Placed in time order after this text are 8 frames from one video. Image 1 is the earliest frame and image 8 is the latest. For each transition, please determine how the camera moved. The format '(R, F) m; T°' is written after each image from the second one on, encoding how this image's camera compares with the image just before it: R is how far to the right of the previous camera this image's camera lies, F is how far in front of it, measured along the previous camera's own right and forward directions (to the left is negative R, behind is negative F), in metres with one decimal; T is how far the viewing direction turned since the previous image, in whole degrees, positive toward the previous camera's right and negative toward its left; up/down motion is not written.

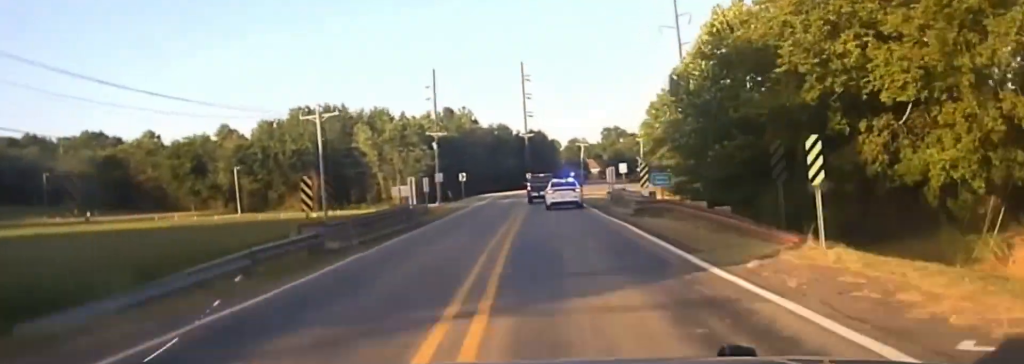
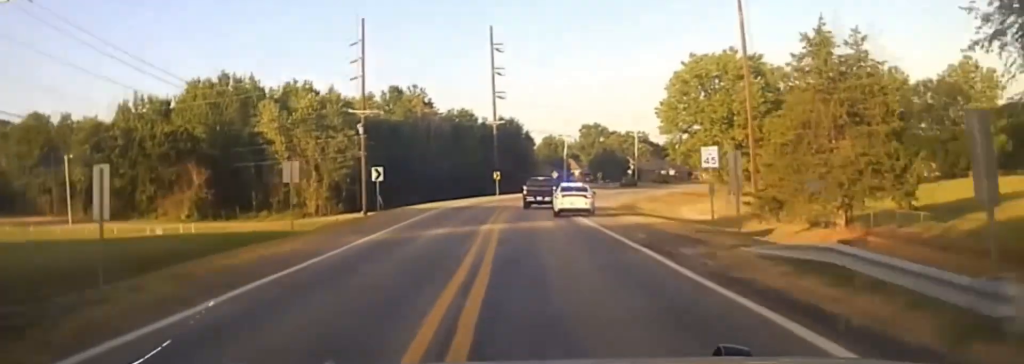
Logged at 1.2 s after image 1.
(+0.4, +43.0) m; +2°
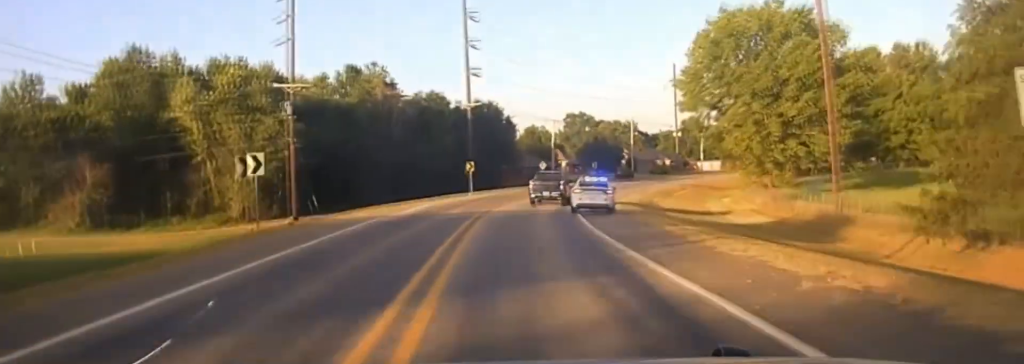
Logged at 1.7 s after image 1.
(+0.3, +20.1) m; +2°
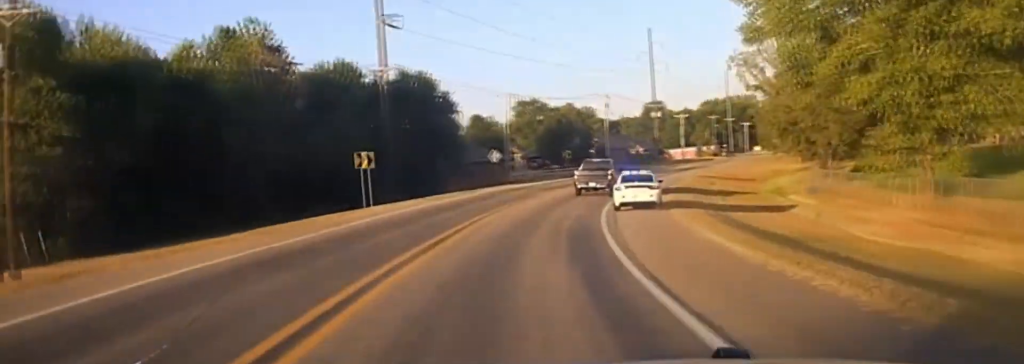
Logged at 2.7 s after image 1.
(+1.1, +33.0) m; +4°
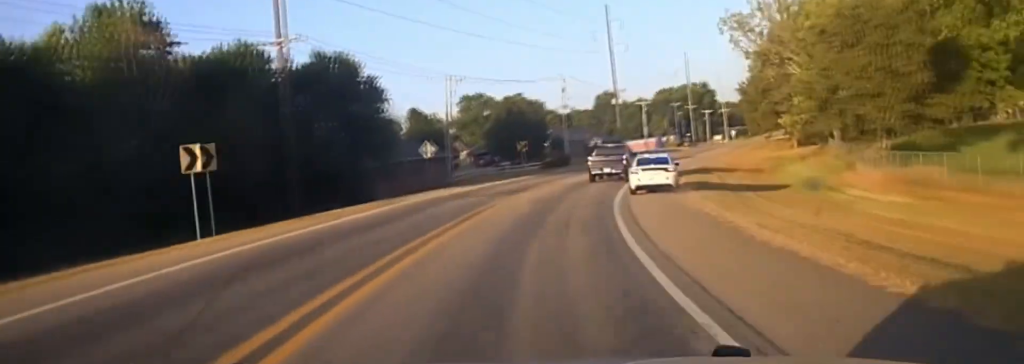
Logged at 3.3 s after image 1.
(+0.2, +18.7) m; +3°
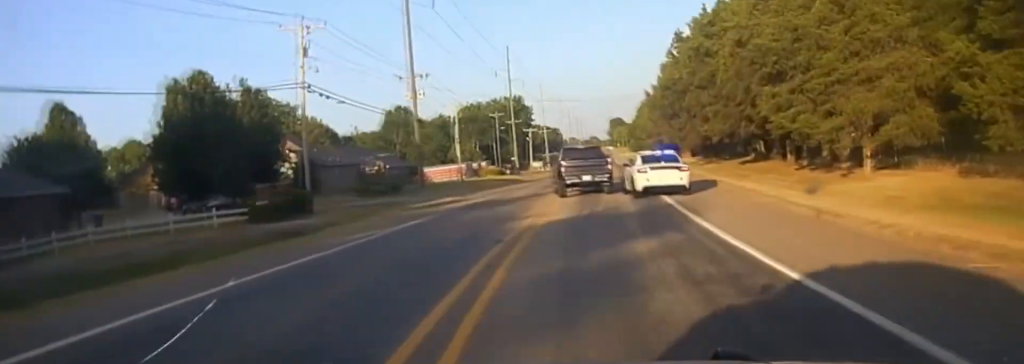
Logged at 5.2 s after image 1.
(+6.3, +57.2) m; +12°
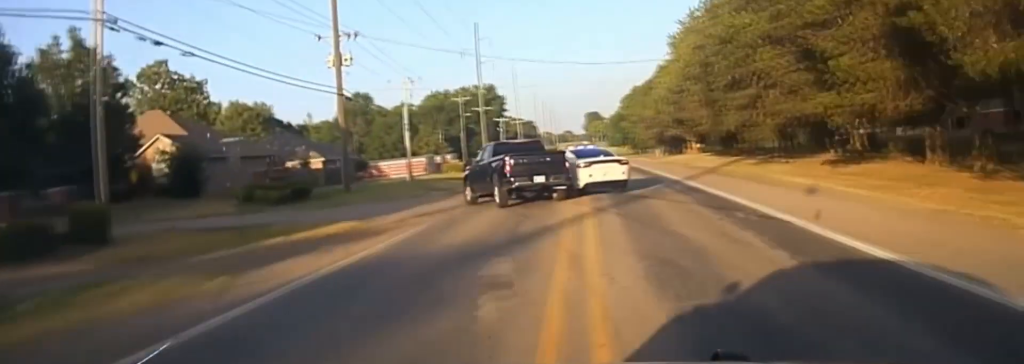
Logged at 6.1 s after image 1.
(+1.0, +23.2) m; +2°
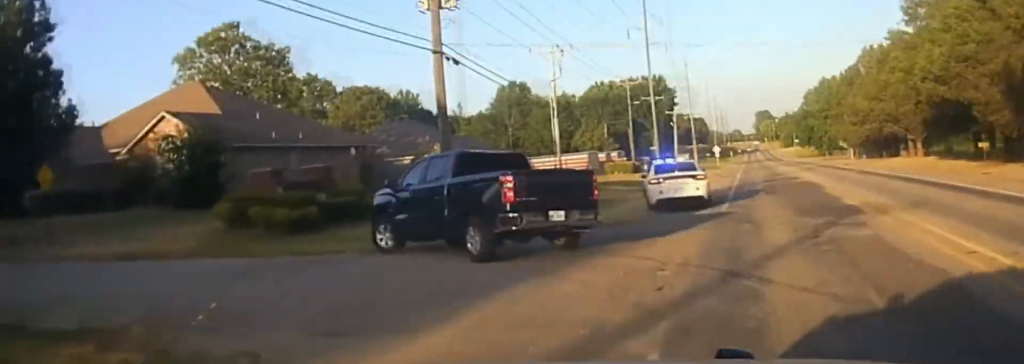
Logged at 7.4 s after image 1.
(-0.6, +20.4) m; -13°
